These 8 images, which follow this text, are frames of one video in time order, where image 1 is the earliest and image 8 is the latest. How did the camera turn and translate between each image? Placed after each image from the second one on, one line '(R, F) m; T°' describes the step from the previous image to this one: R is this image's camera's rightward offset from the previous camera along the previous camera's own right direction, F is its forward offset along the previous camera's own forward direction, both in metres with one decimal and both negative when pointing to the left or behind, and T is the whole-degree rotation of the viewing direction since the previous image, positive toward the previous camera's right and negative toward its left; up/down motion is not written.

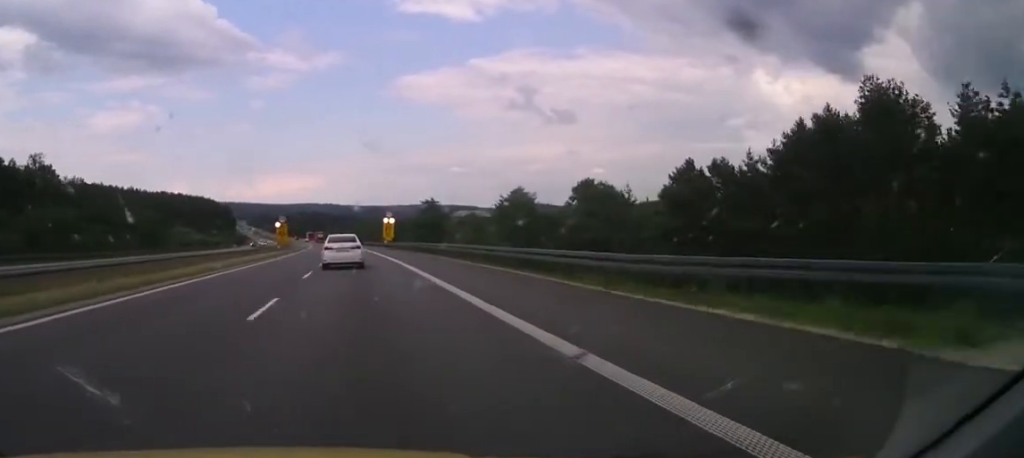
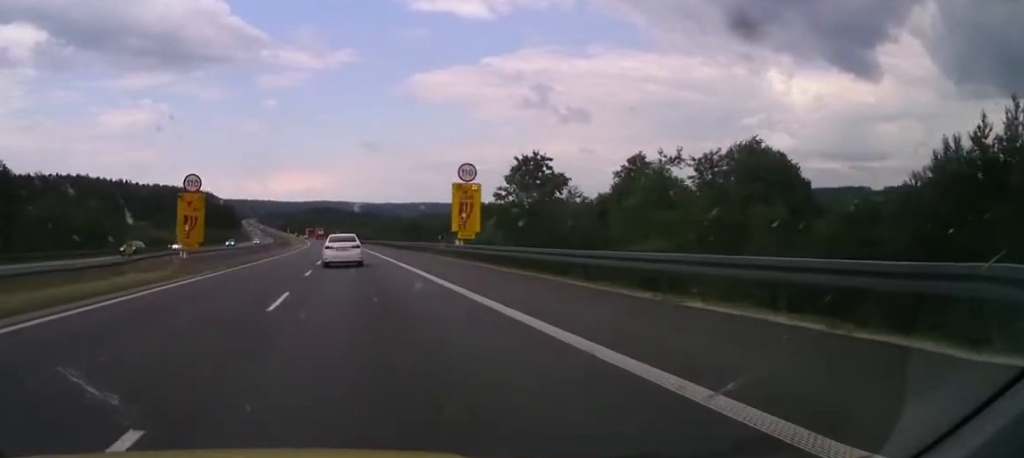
(-2.1, +58.6) m; -4°
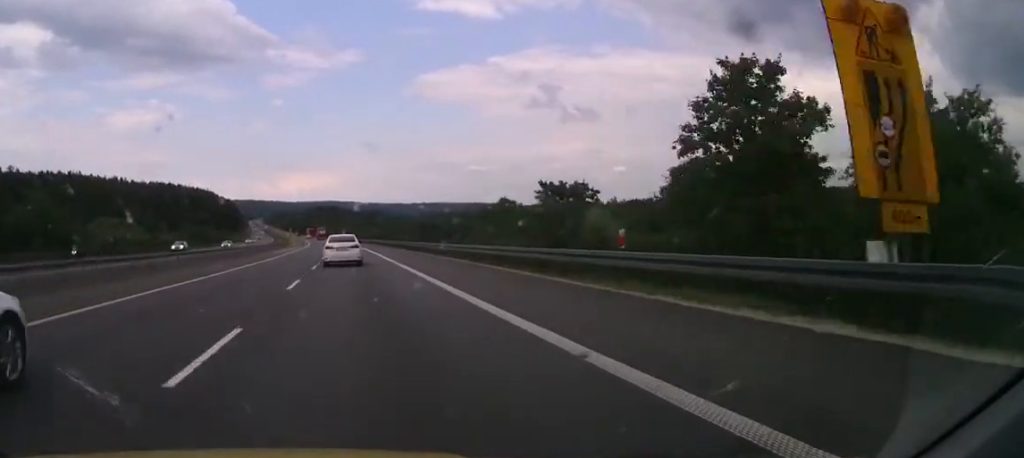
(-0.1, +30.9) m; -2°
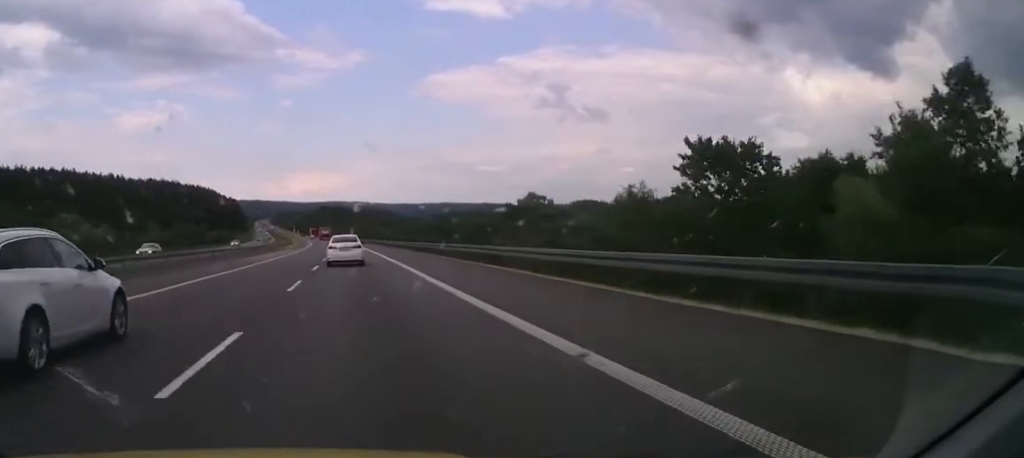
(-0.6, +24.8) m; -2°
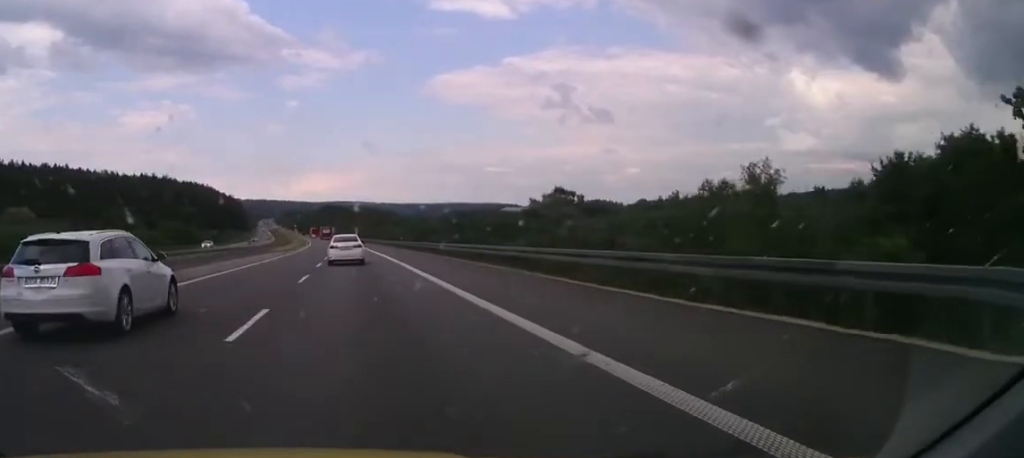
(-0.5, +21.2) m; -1°
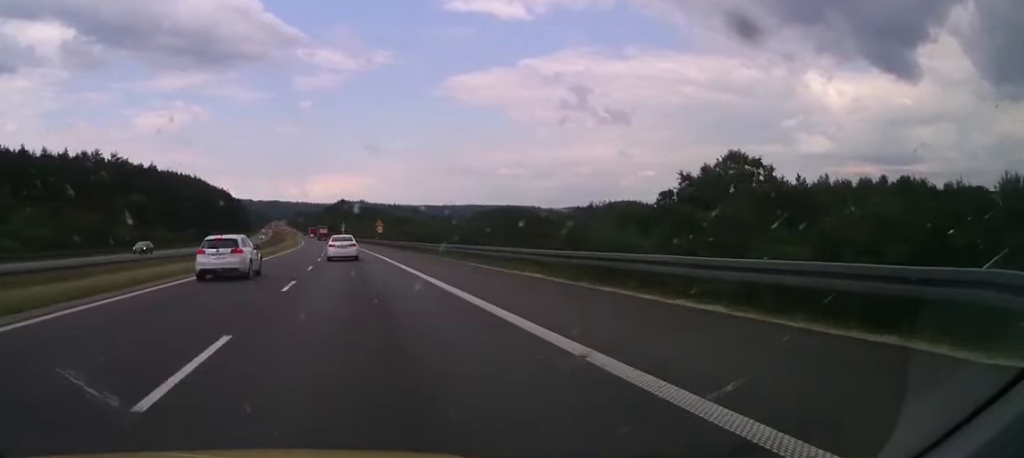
(+0.1, +77.1) m; 0°
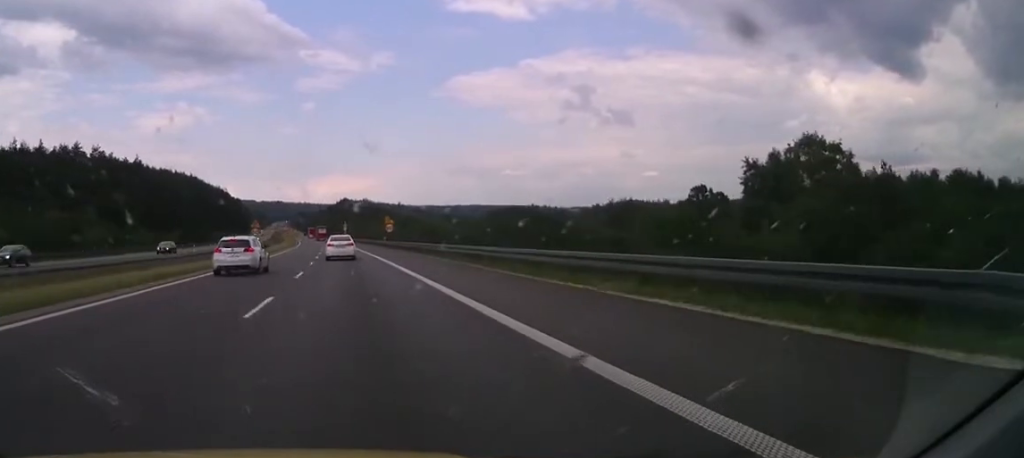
(0.0, +18.1) m; 0°
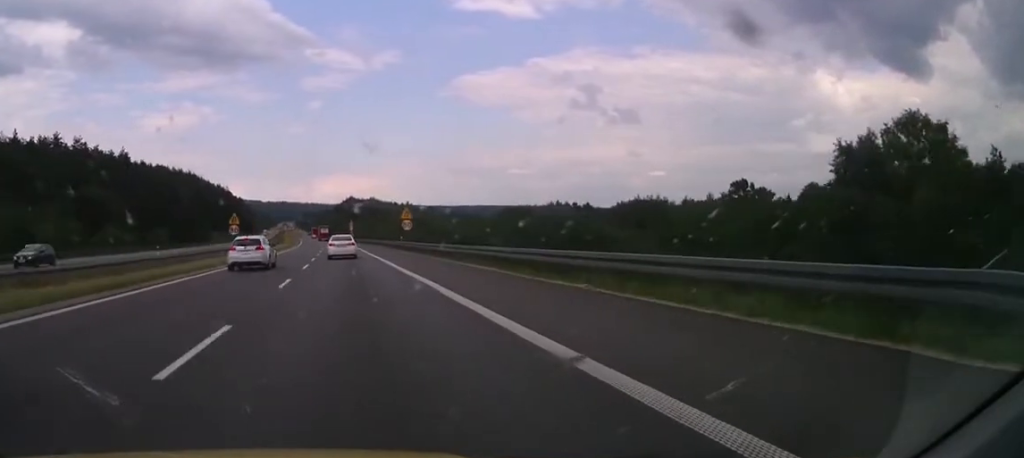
(0.0, +17.9) m; 0°
